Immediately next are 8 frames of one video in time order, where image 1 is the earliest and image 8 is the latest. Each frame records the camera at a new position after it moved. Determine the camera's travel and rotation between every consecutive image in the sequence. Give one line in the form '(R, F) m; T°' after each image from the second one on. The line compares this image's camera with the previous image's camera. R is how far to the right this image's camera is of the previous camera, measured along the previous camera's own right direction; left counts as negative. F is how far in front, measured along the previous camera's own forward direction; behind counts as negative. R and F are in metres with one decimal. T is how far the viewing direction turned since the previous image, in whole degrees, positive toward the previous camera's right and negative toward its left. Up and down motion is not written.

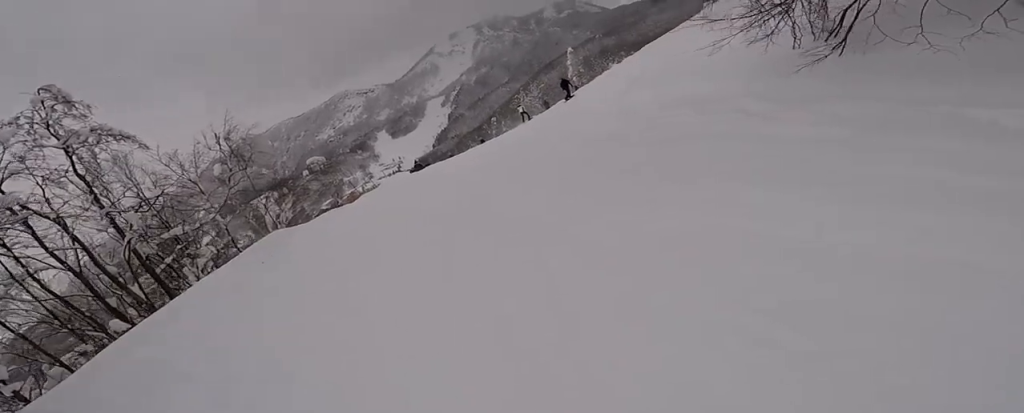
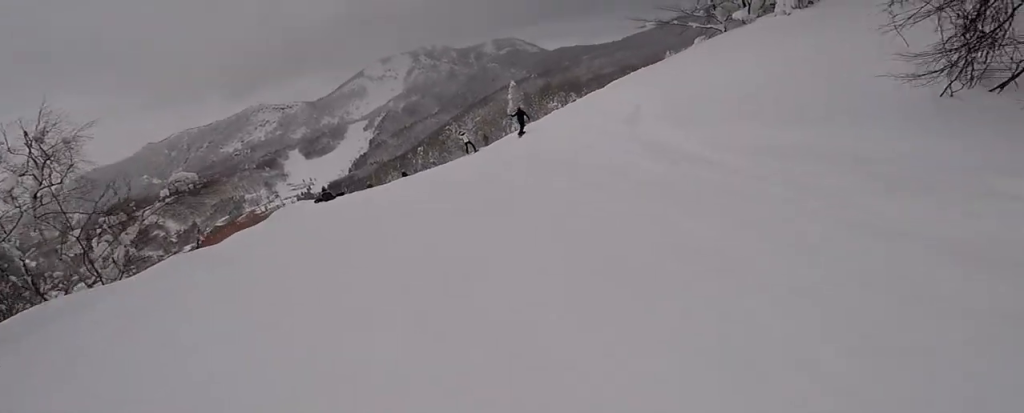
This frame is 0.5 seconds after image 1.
(+0.4, +4.6) m; +7°
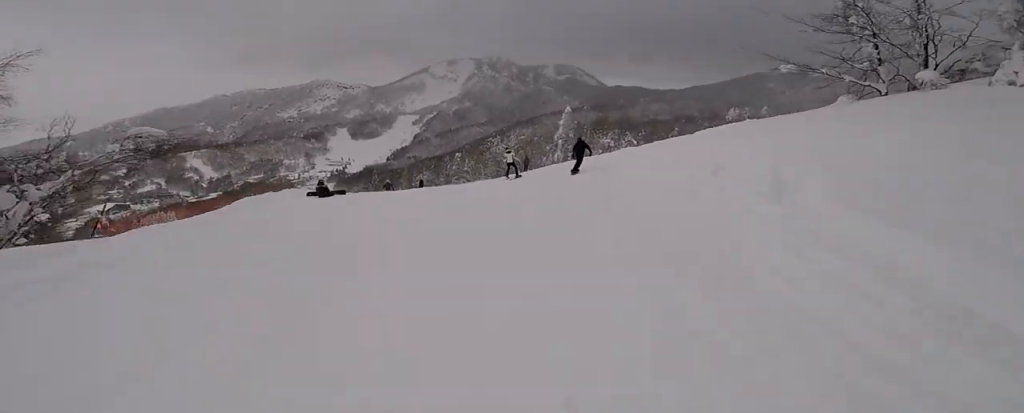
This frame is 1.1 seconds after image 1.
(+0.4, +4.8) m; +8°
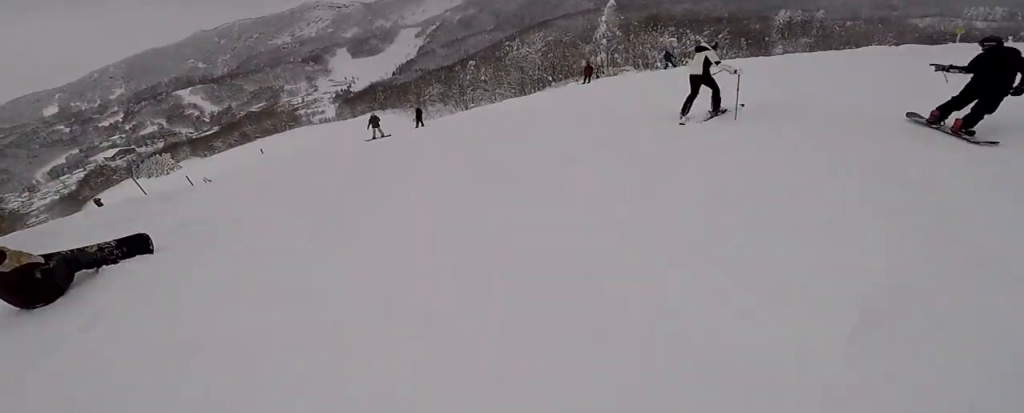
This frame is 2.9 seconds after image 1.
(+2.1, +12.7) m; +7°
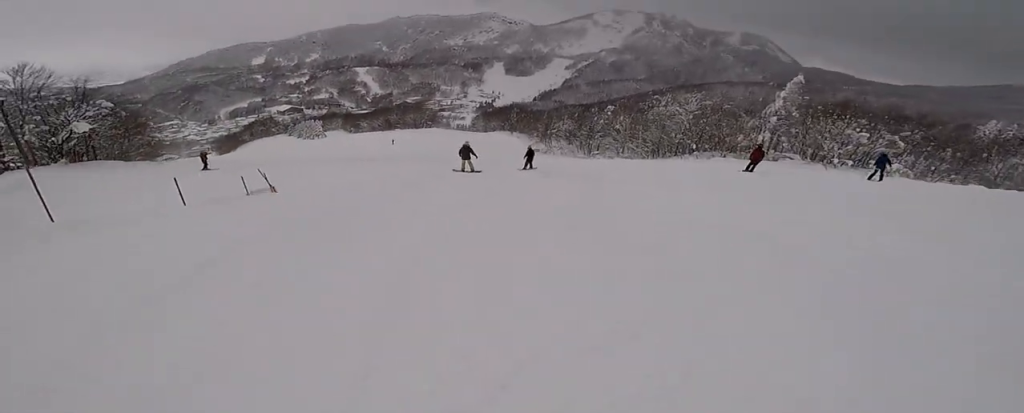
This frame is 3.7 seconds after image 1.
(-0.7, +6.3) m; -13°
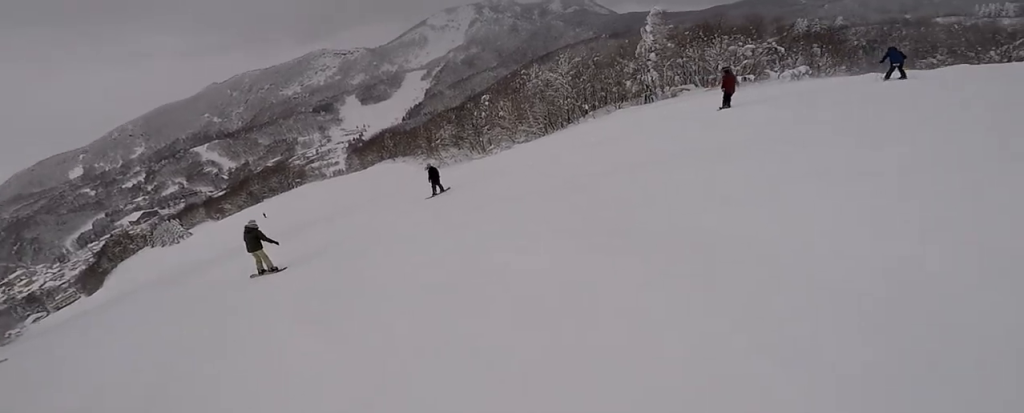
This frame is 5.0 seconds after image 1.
(-0.2, +8.3) m; +6°
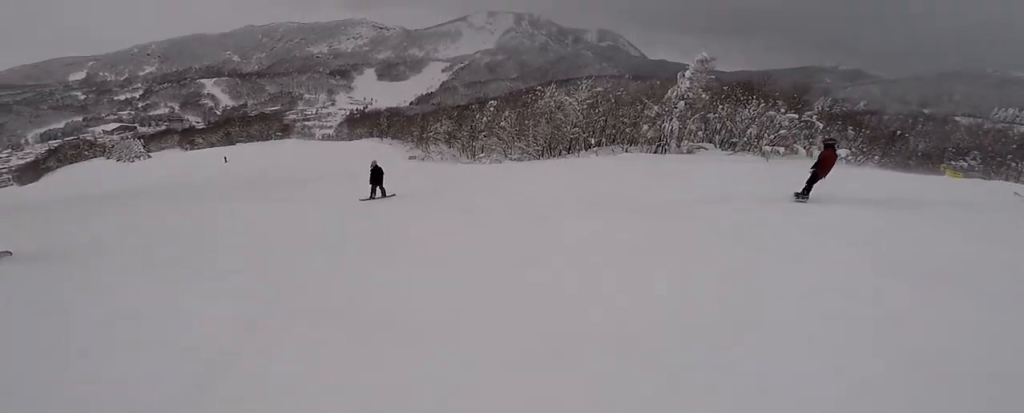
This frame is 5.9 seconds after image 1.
(+0.9, +5.5) m; -1°
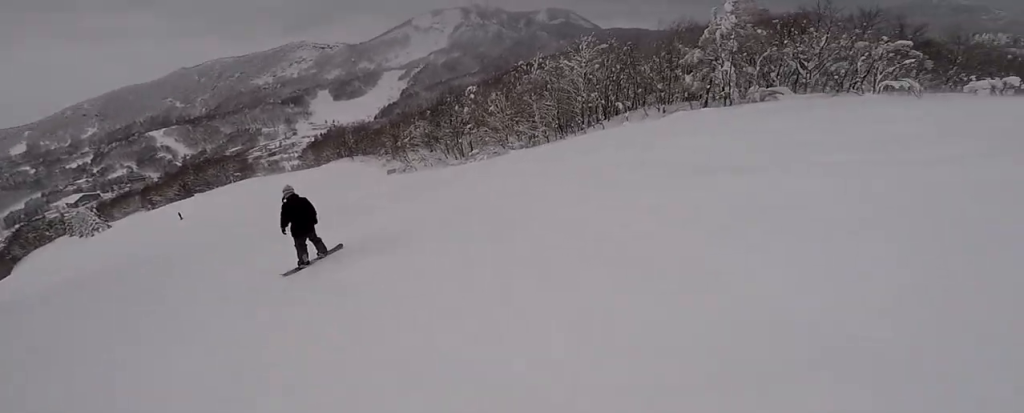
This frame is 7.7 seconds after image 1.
(-1.0, +11.3) m; +9°
